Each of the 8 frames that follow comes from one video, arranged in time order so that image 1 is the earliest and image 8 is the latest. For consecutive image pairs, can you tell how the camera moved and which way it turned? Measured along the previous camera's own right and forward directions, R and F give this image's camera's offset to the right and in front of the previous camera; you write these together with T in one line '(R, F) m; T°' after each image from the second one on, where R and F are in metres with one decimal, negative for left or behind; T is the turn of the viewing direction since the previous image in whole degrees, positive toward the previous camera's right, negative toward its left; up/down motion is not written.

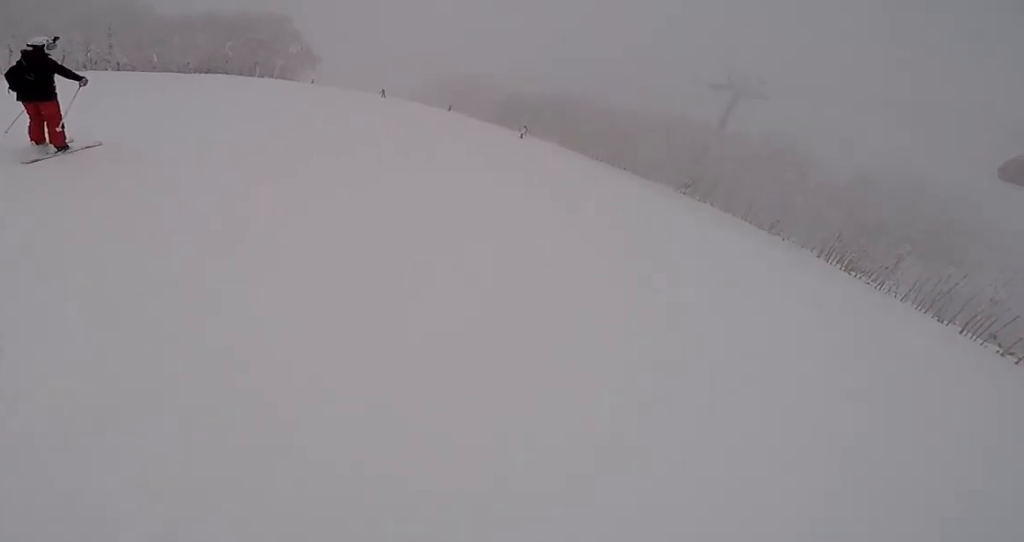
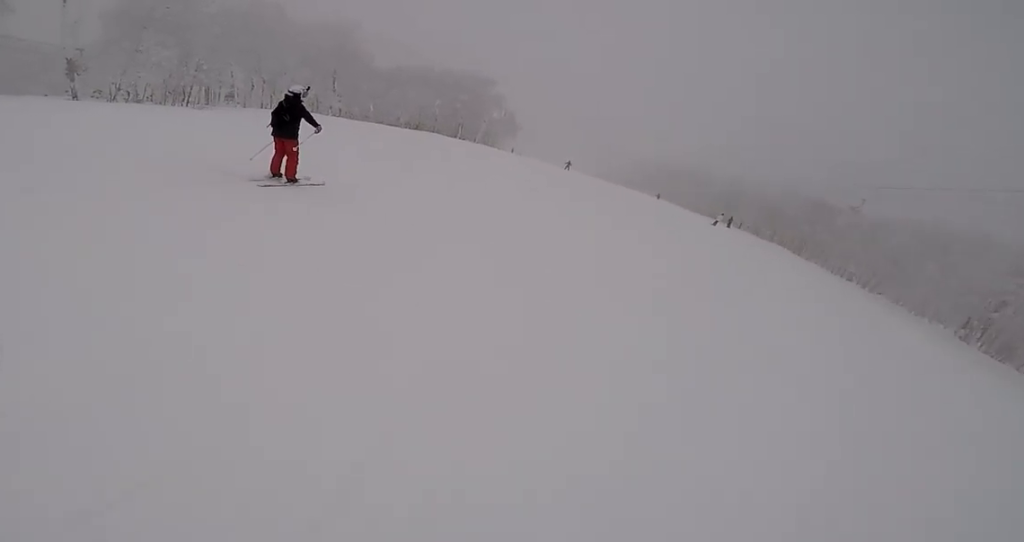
(-0.3, +5.2) m; -3°
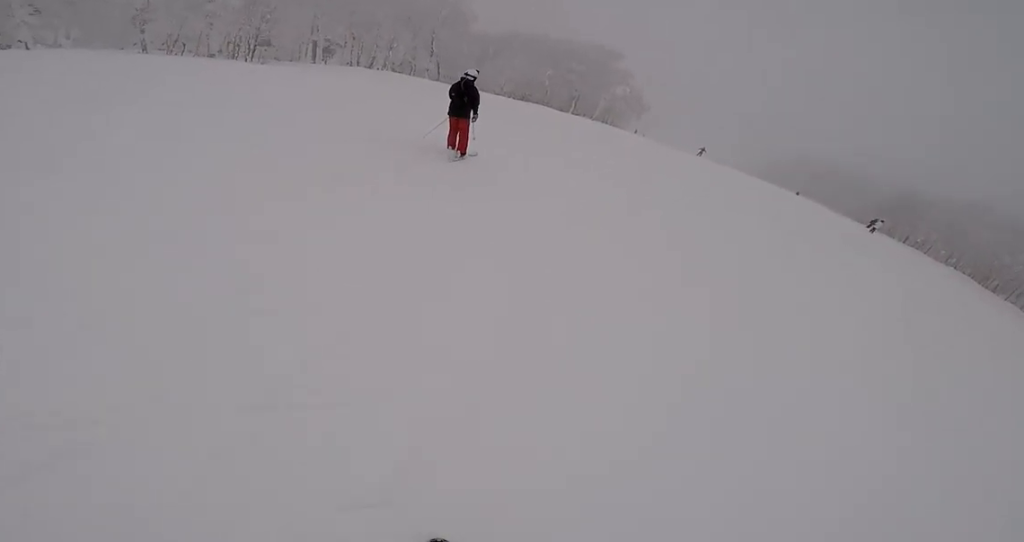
(0.0, +5.7) m; +4°
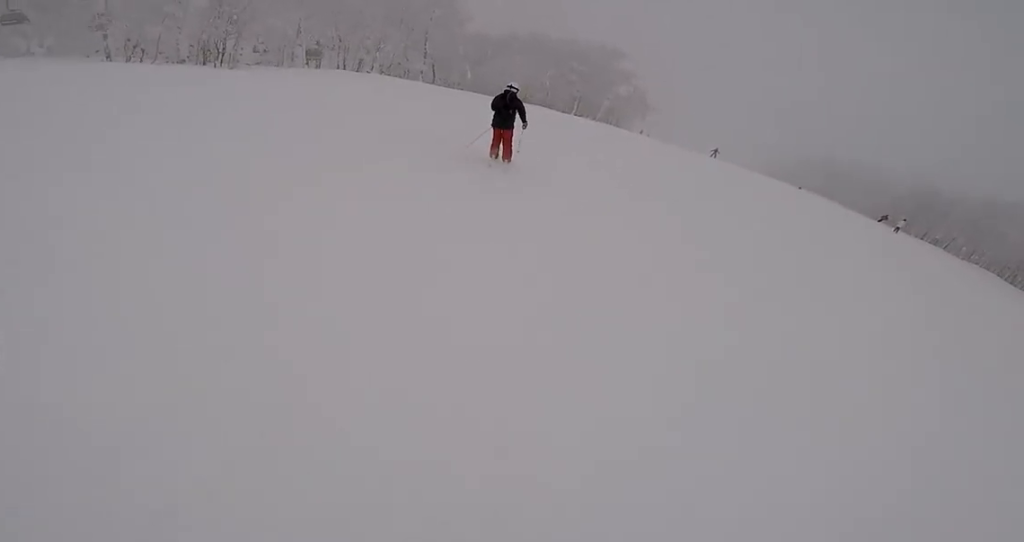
(-0.2, +2.7) m; +4°
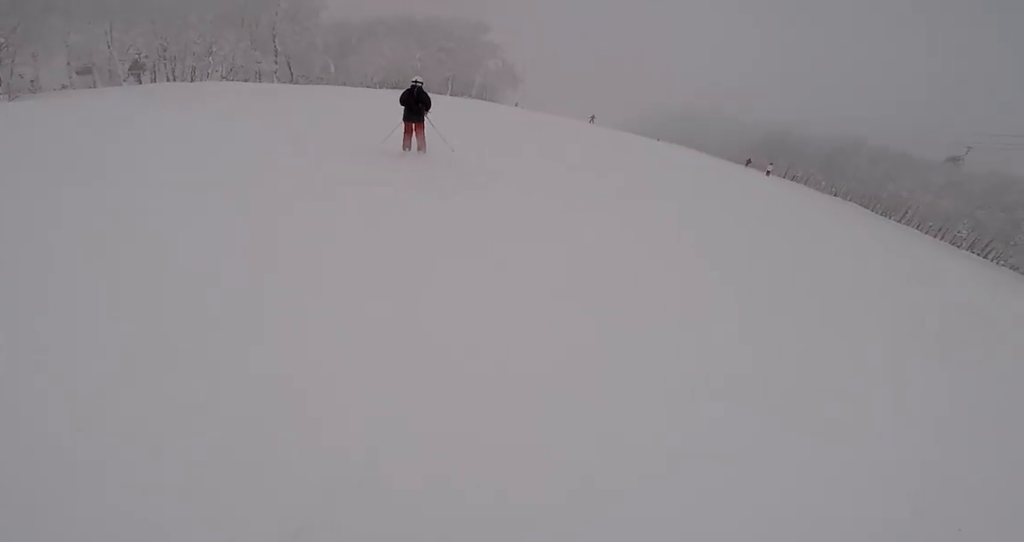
(+0.1, +2.7) m; +4°
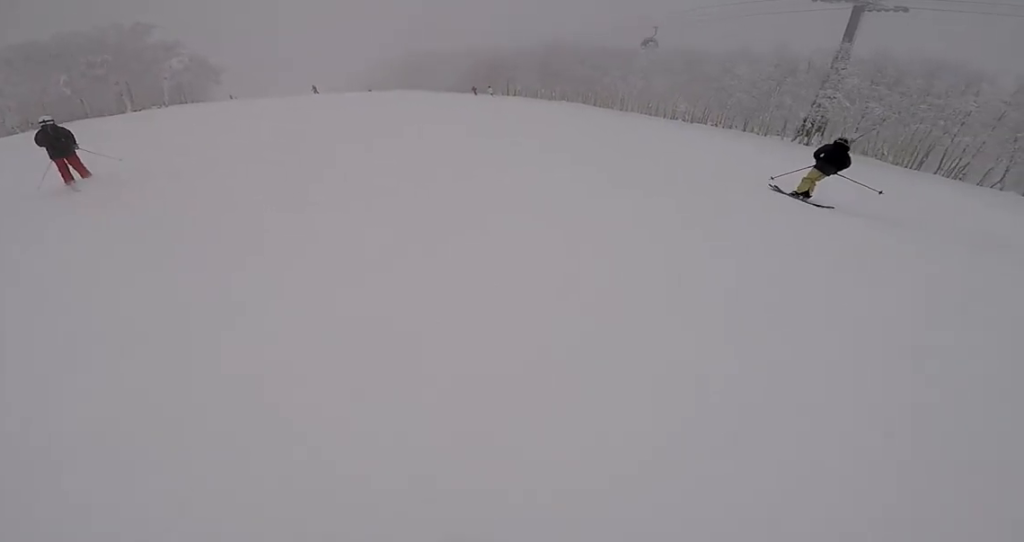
(+0.8, +5.9) m; +5°
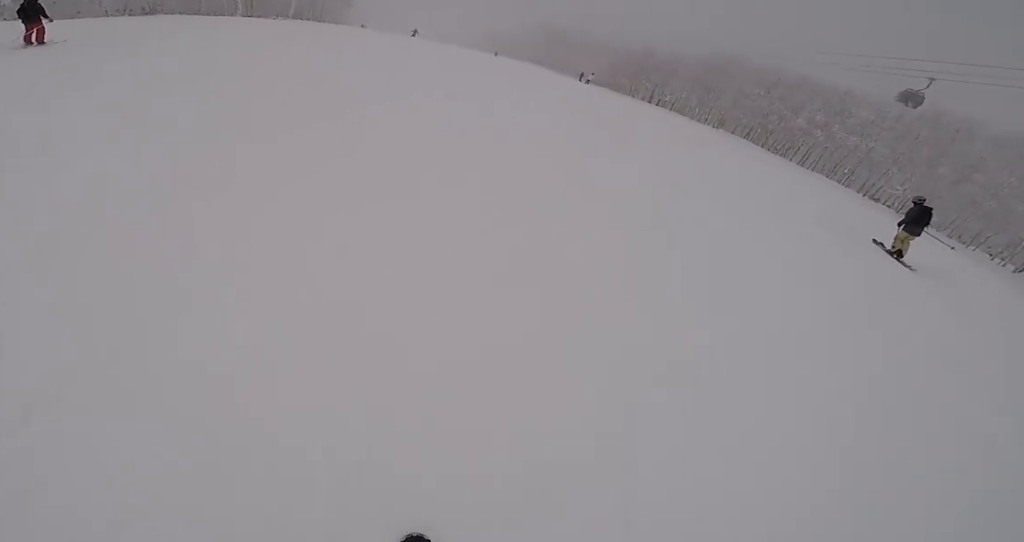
(-0.9, +9.1) m; -13°
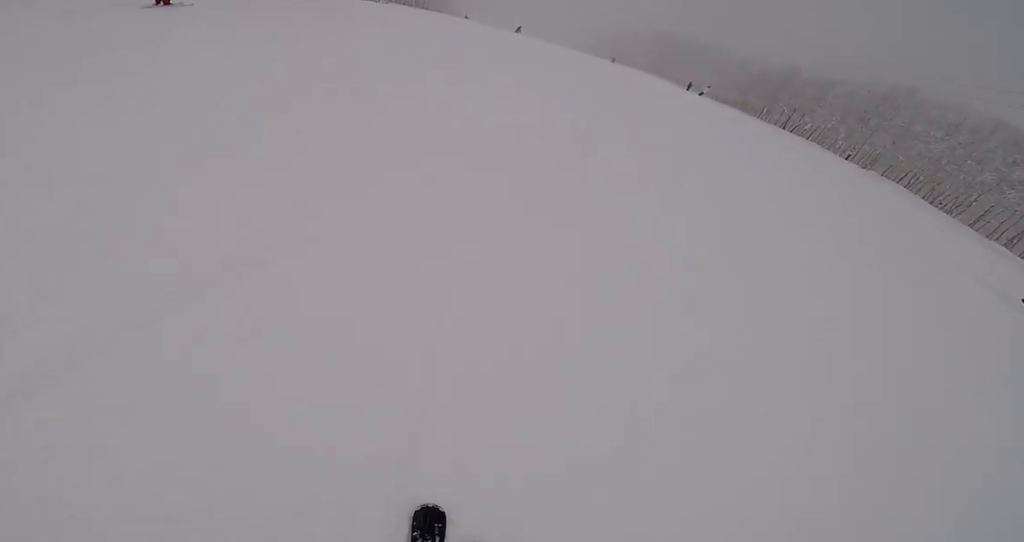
(-0.3, +3.7) m; -4°
